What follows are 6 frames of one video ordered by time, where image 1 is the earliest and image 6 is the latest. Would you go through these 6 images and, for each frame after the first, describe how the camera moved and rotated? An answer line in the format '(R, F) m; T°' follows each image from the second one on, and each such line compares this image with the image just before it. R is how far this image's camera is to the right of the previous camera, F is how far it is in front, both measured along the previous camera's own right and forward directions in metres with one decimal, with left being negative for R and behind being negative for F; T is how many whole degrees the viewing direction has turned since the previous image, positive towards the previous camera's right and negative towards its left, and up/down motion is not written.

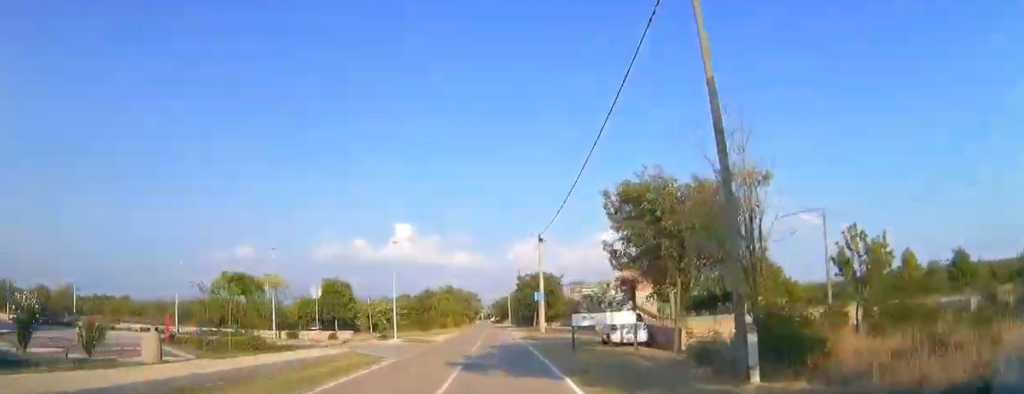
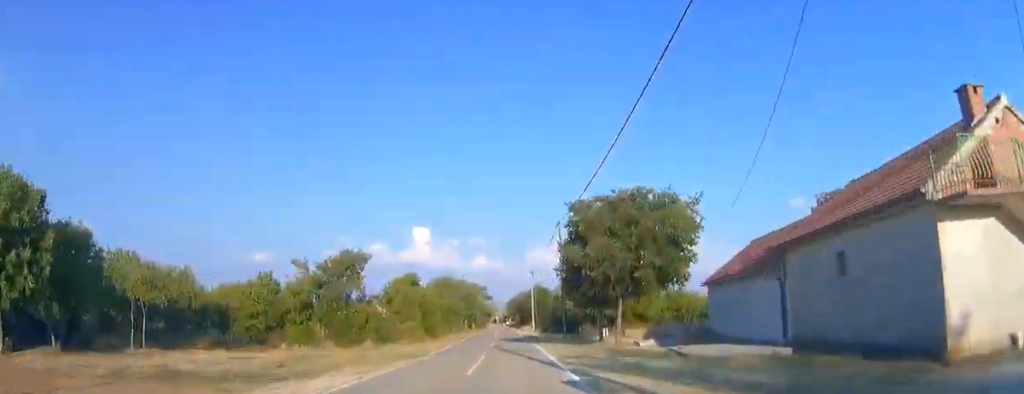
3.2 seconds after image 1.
(-1.0, +38.7) m; -3°
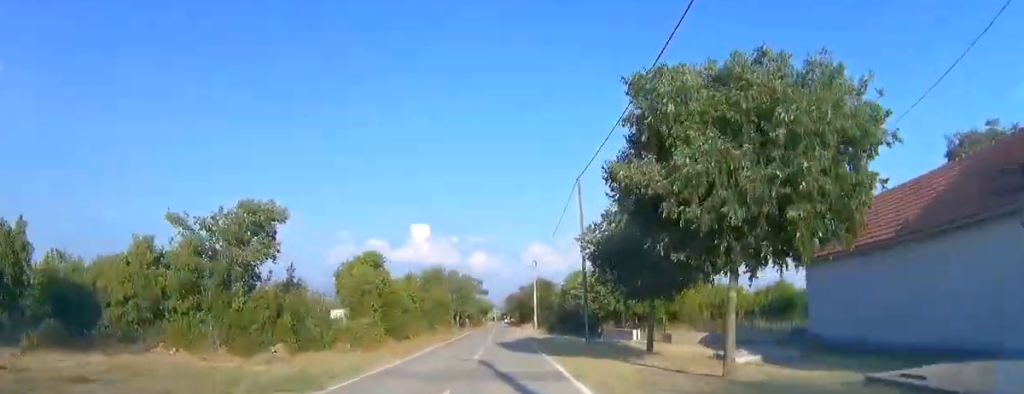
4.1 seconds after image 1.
(+0.2, +11.2) m; +1°
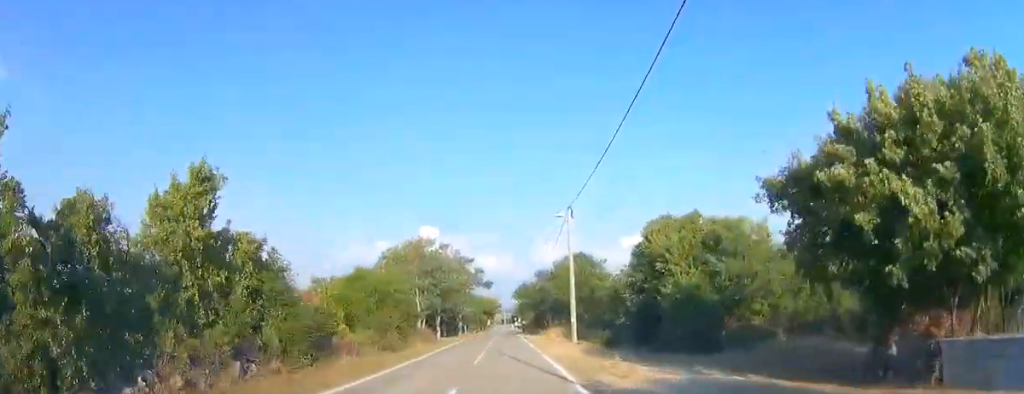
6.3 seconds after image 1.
(+0.4, +29.1) m; 0°
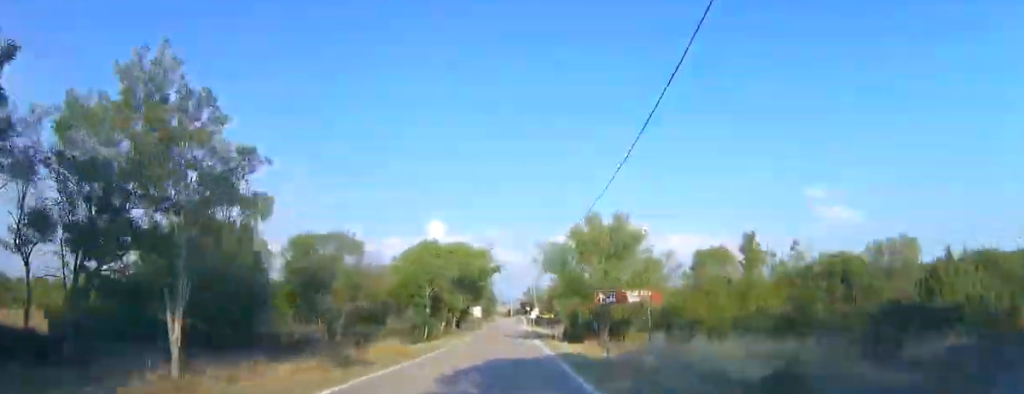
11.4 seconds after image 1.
(-1.9, +72.4) m; 0°
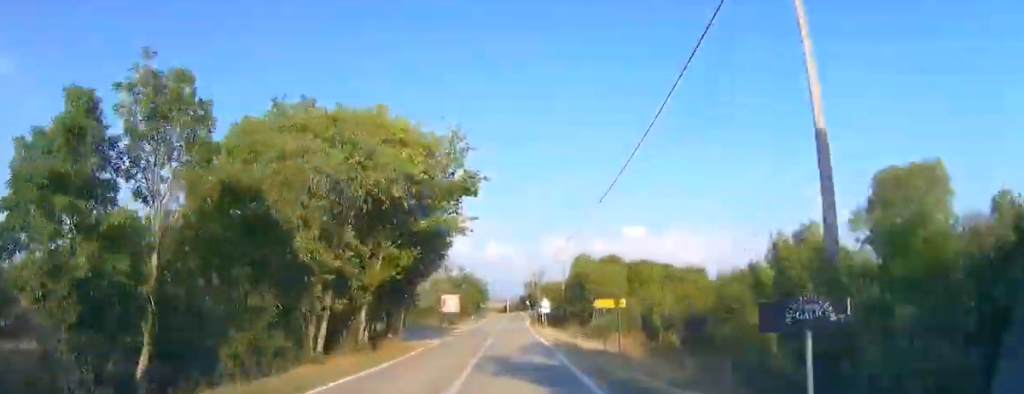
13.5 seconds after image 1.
(+0.4, +29.6) m; -1°
